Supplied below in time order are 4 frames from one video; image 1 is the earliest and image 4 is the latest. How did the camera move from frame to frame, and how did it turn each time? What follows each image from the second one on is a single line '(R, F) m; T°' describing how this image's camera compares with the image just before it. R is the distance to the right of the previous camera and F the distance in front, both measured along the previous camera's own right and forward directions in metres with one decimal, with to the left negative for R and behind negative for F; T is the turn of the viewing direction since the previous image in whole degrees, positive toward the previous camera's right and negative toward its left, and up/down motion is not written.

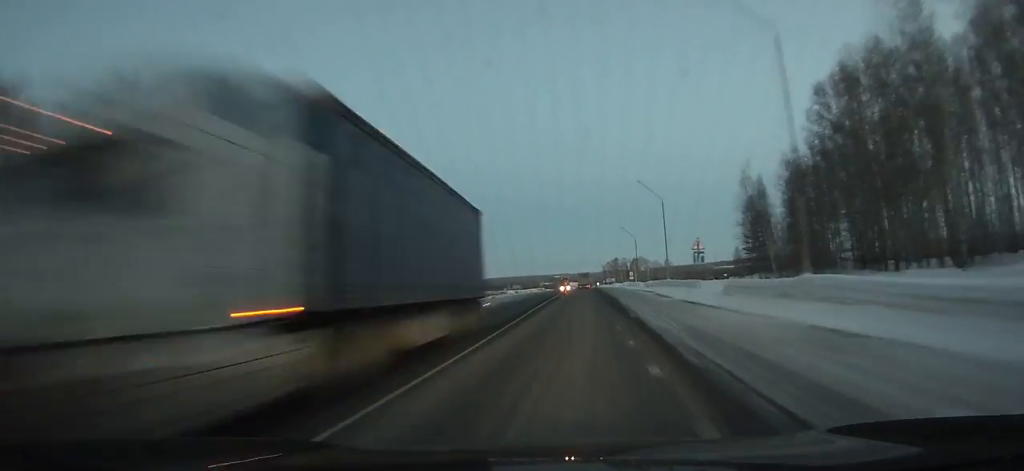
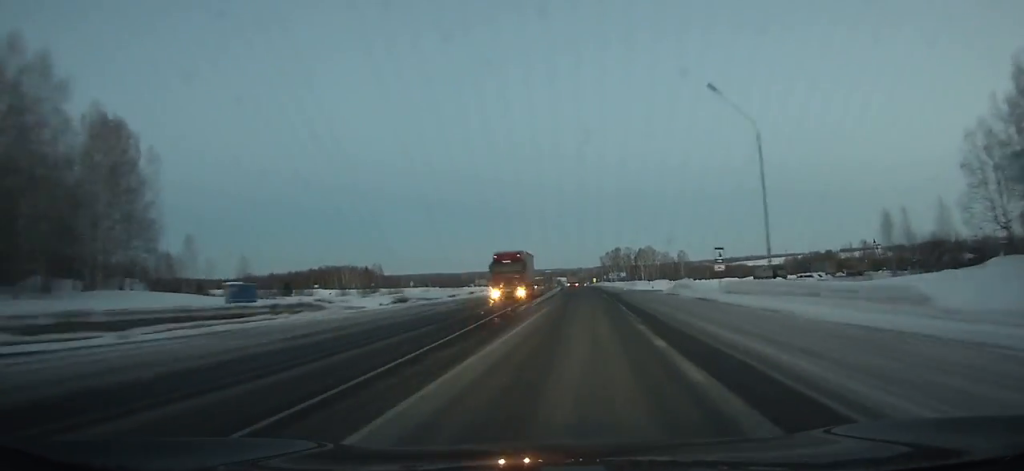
(+0.1, +78.3) m; 0°
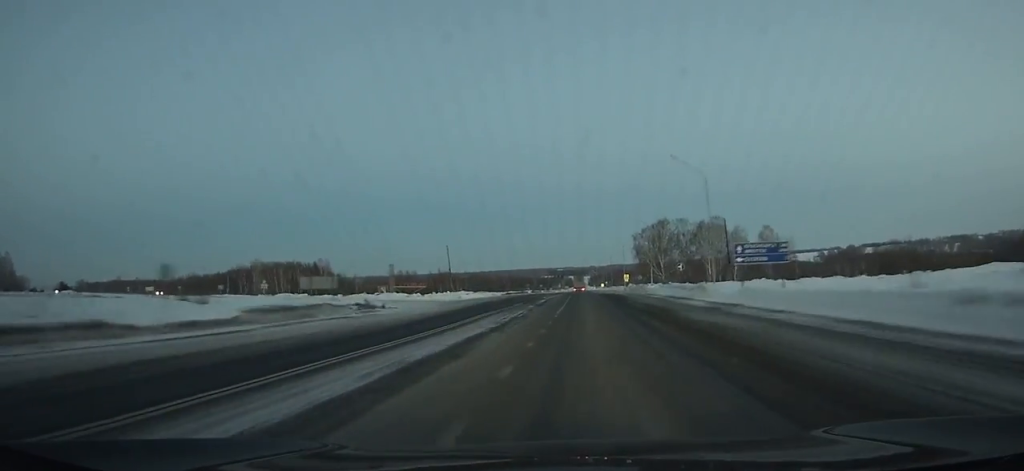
(-0.5, +121.5) m; -1°
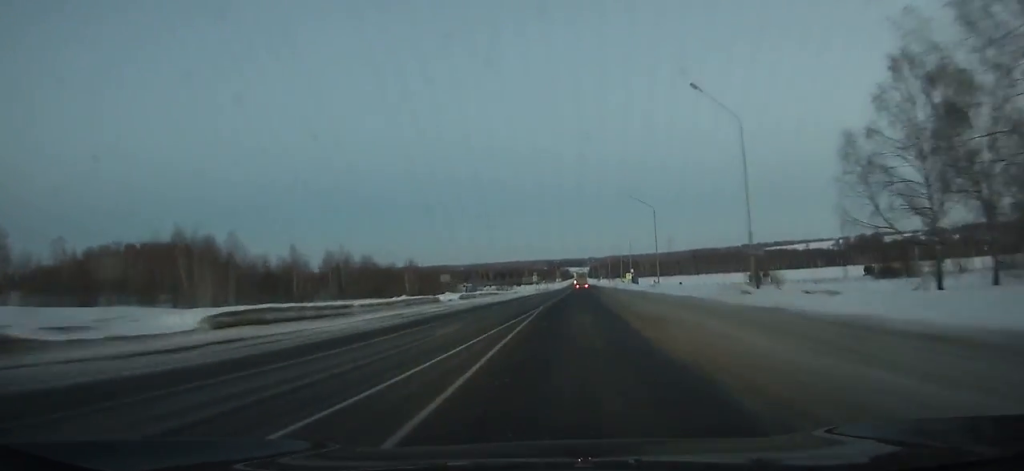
(-1.5, +138.5) m; -1°
